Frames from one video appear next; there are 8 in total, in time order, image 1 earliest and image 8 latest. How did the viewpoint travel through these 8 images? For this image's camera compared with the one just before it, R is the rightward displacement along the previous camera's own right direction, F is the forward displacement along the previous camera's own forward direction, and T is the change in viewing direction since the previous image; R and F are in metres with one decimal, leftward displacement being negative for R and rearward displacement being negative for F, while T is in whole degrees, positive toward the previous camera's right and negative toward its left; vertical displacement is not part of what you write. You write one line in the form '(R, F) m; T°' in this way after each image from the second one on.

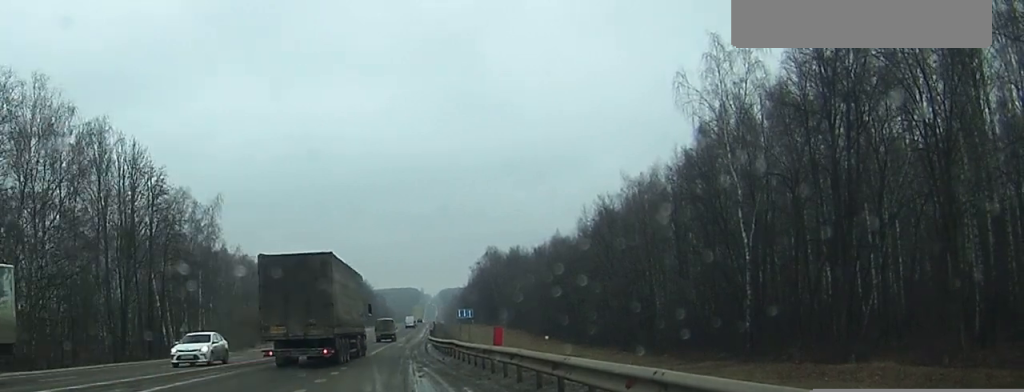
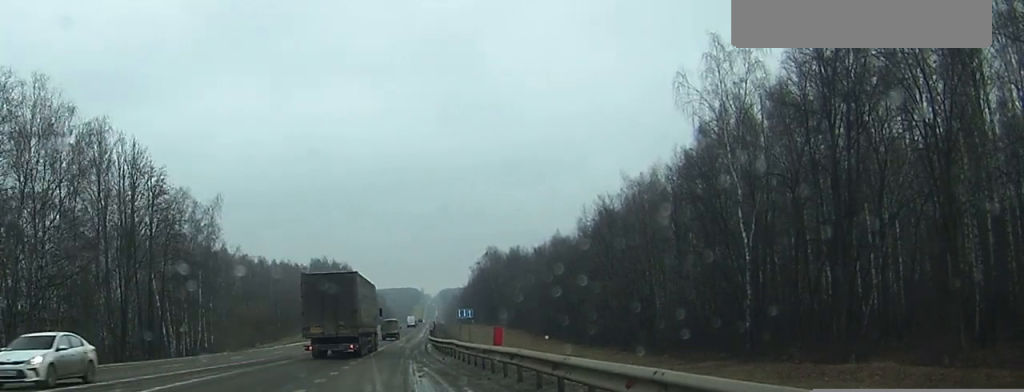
(+0.1, +0.2) m; 0°
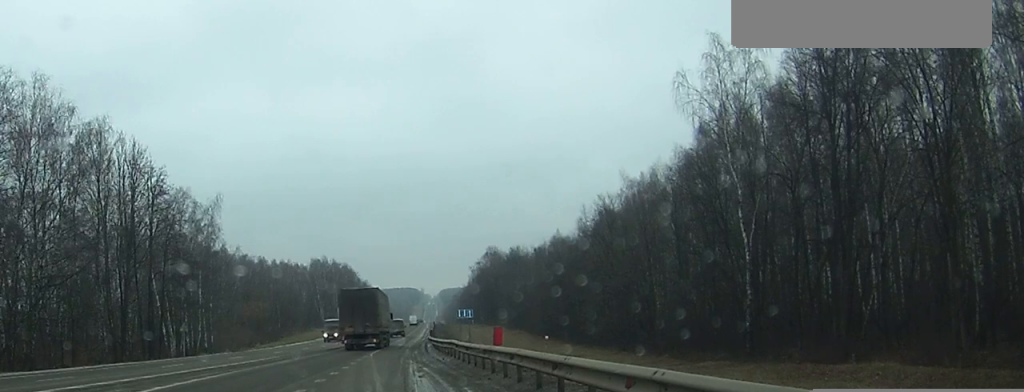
(+0.1, +0.2) m; 0°
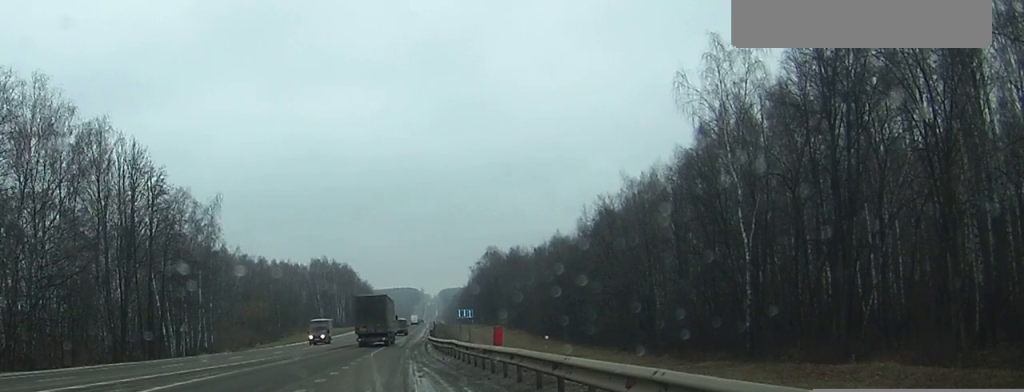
(+0.1, 0.0) m; 0°
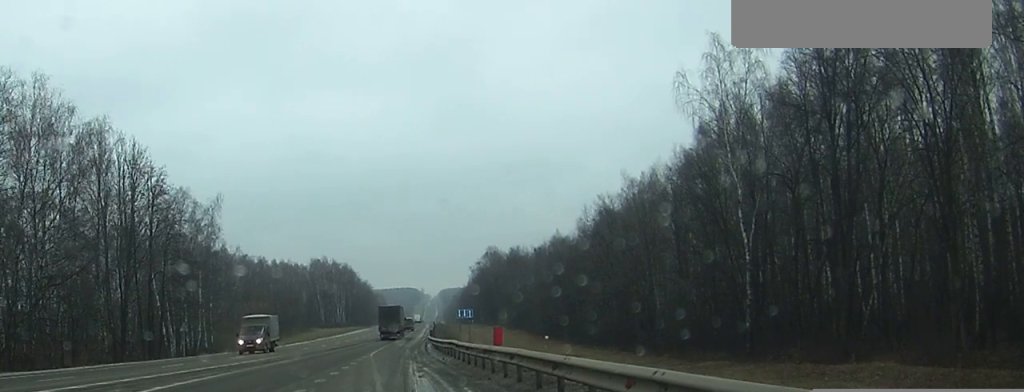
(+0.1, +0.1) m; 0°
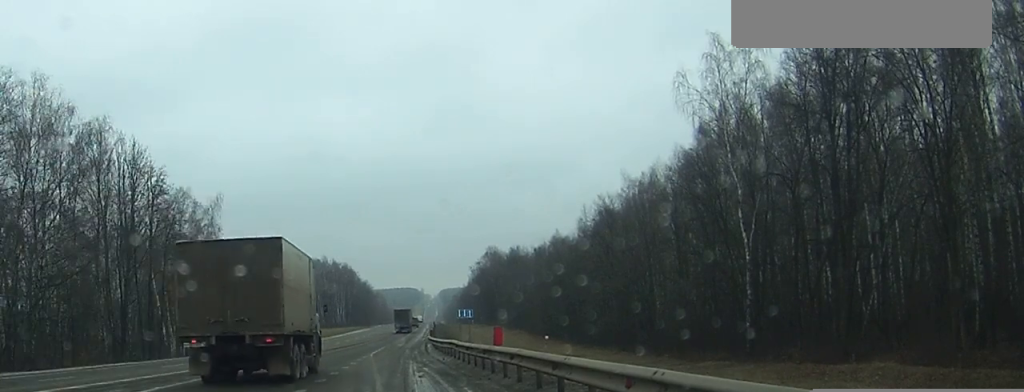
(-0.1, +0.1) m; 0°
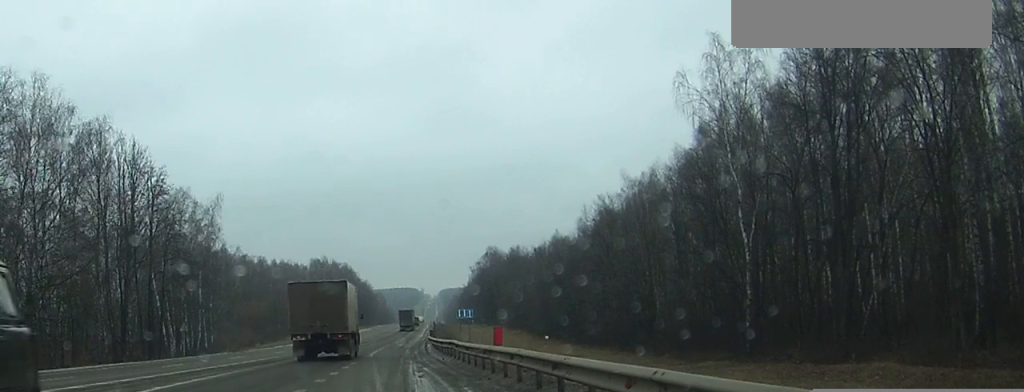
(0.0, 0.0) m; 0°
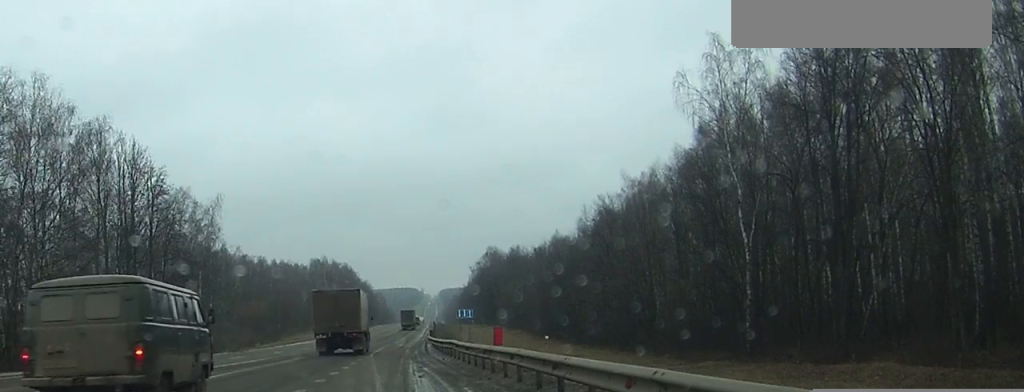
(0.0, 0.0) m; 0°
